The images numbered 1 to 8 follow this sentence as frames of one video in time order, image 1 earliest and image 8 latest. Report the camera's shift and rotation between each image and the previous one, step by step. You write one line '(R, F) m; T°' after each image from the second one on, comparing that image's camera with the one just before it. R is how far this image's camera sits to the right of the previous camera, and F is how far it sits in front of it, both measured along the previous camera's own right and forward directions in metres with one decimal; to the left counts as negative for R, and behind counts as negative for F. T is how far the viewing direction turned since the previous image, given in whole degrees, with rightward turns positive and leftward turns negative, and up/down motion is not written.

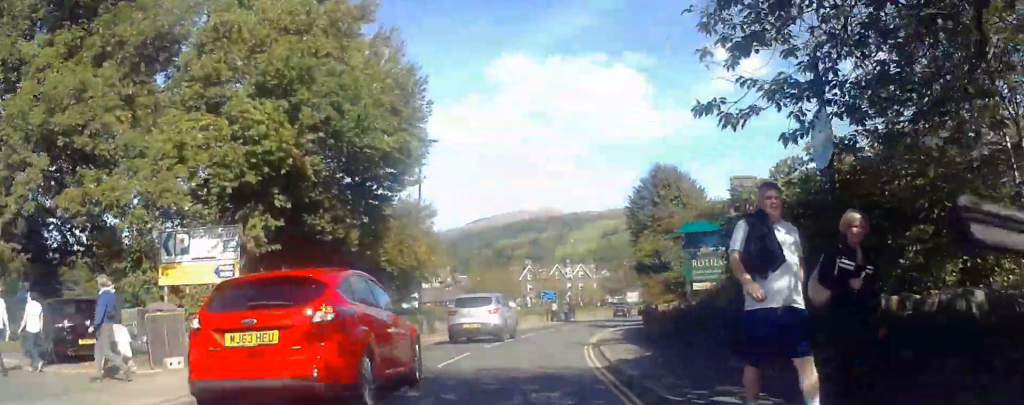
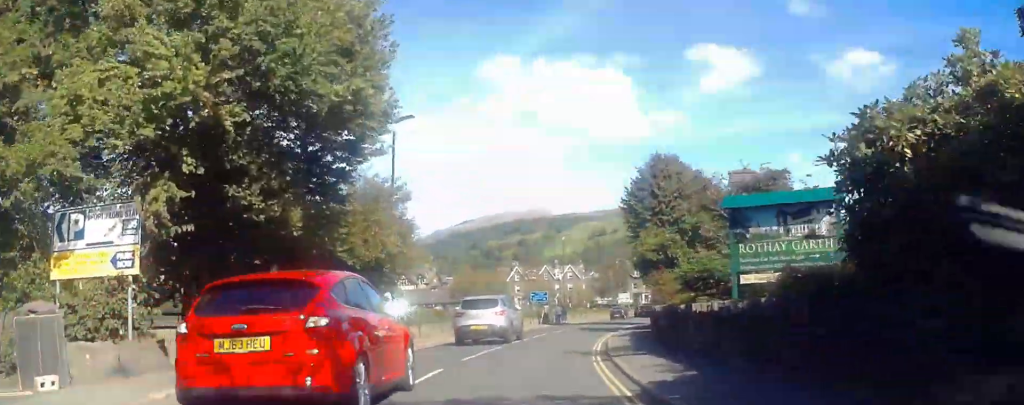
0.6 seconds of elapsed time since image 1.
(+0.1, +3.8) m; +1°
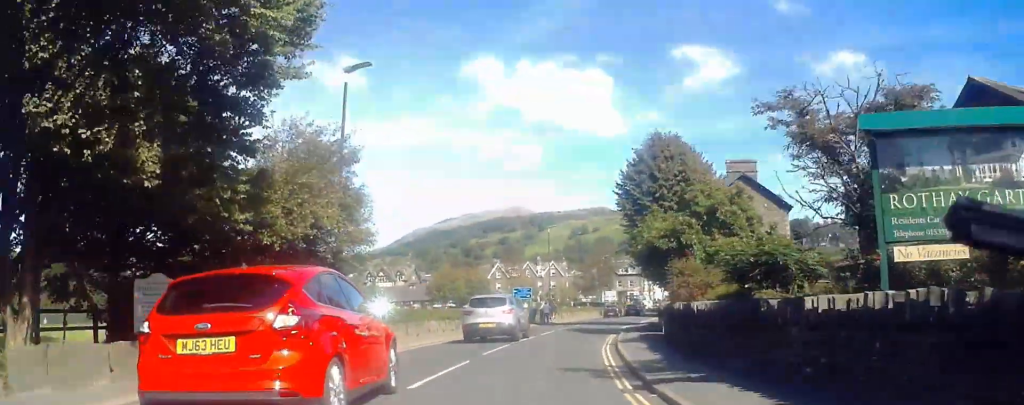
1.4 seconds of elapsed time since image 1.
(0.0, +5.3) m; +2°
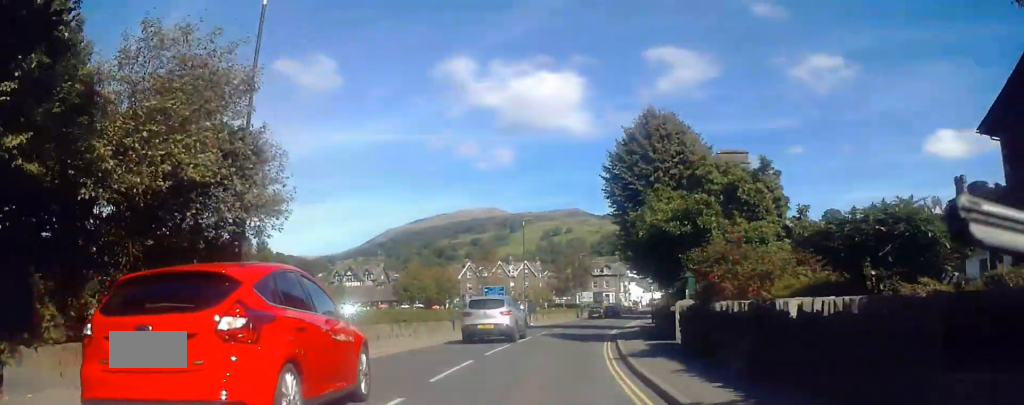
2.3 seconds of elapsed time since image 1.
(+0.1, +5.5) m; 0°
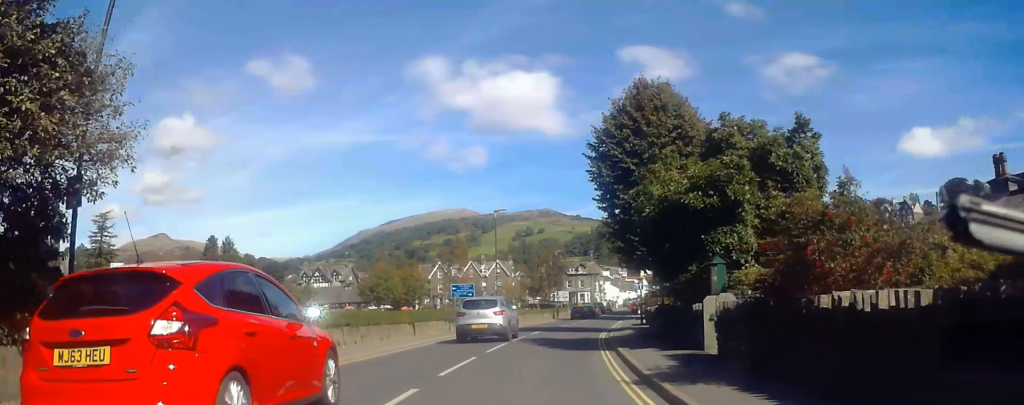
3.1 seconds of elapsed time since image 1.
(0.0, +5.0) m; -2°
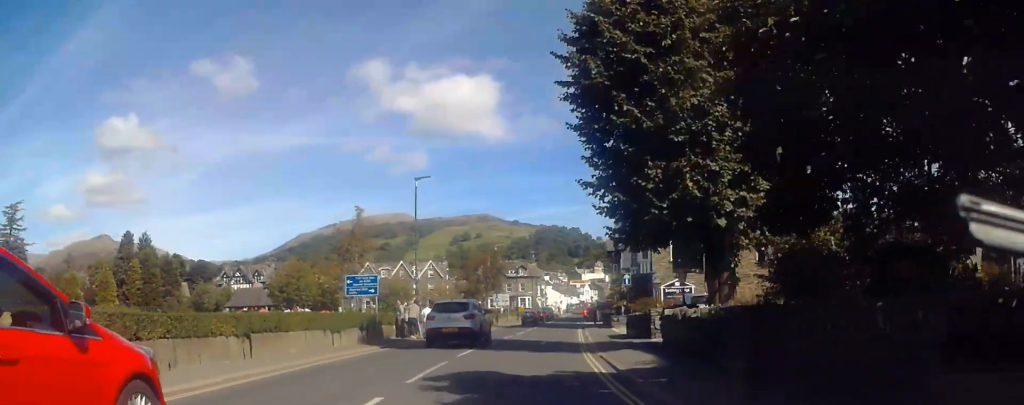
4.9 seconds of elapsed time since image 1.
(-0.4, +12.6) m; +1°
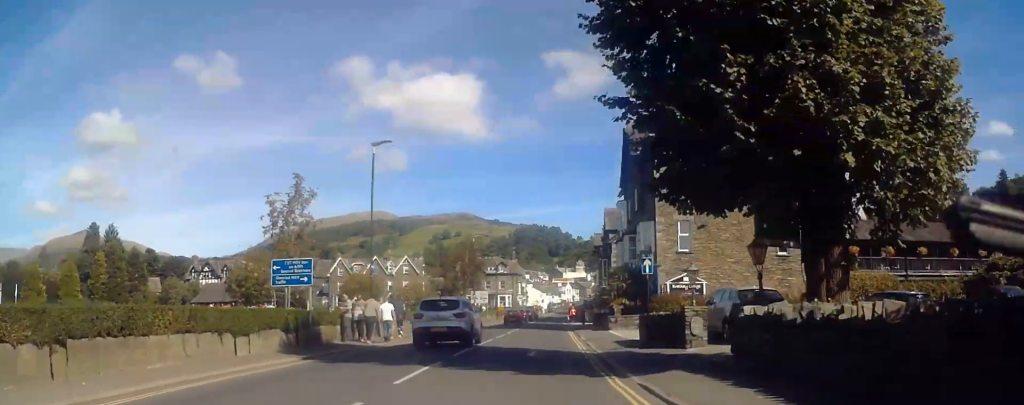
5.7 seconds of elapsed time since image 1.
(0.0, +6.6) m; +6°
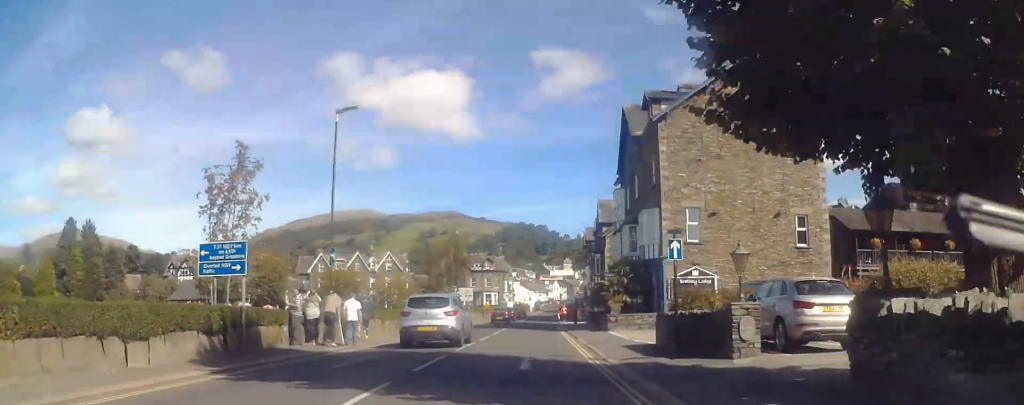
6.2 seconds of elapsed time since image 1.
(+0.4, +4.3) m; +2°
